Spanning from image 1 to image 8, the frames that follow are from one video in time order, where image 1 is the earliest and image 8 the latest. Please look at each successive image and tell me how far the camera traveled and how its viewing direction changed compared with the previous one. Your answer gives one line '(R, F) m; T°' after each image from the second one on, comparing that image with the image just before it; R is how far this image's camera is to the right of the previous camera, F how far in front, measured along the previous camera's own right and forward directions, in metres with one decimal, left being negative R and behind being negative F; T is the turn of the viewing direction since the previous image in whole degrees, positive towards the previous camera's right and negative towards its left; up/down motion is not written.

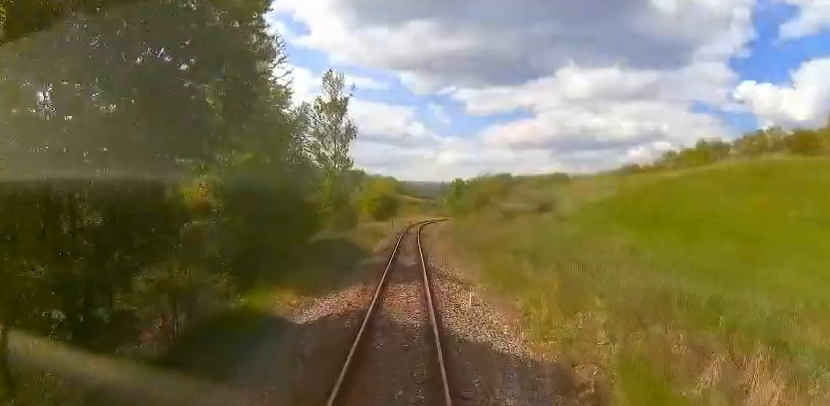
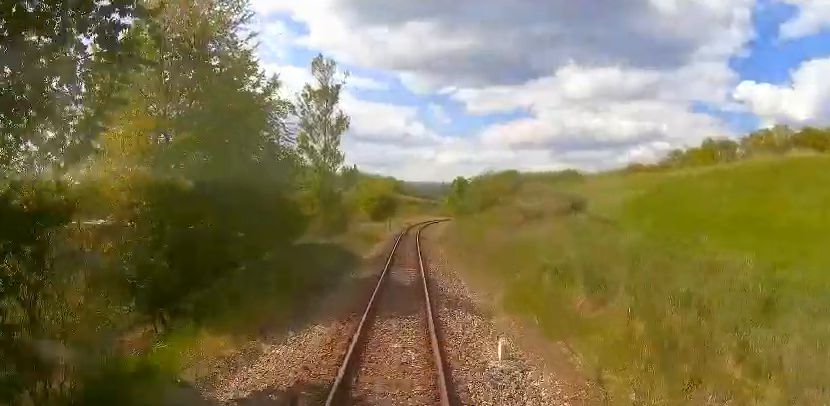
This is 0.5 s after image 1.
(0.0, +4.9) m; 0°
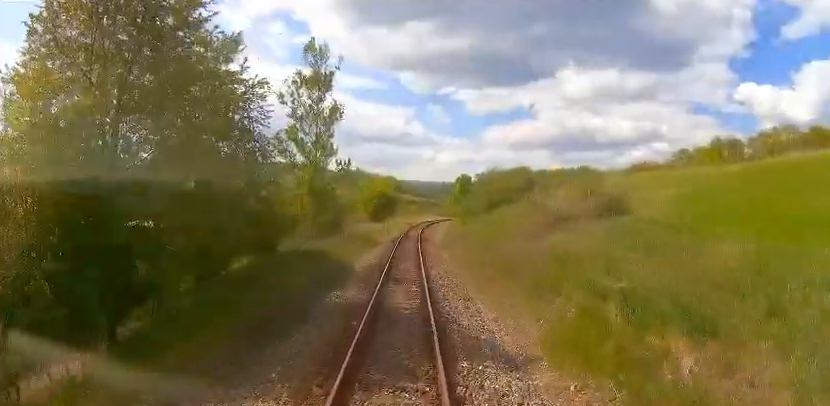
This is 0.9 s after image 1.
(0.0, +4.3) m; 0°
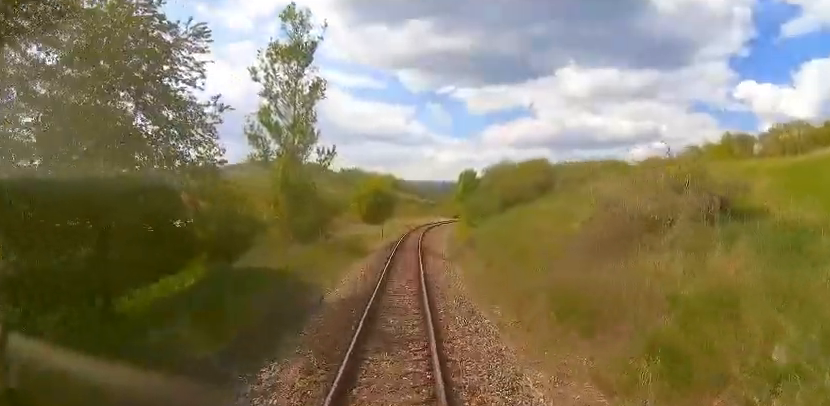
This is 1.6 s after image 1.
(0.0, +7.0) m; 0°
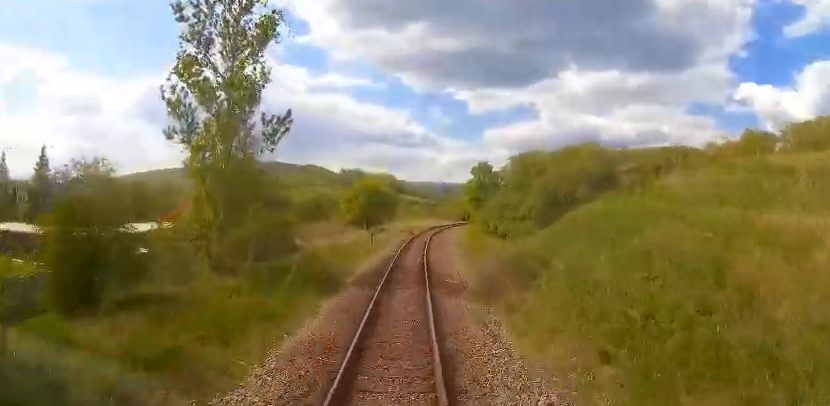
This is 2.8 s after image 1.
(0.0, +11.8) m; 0°
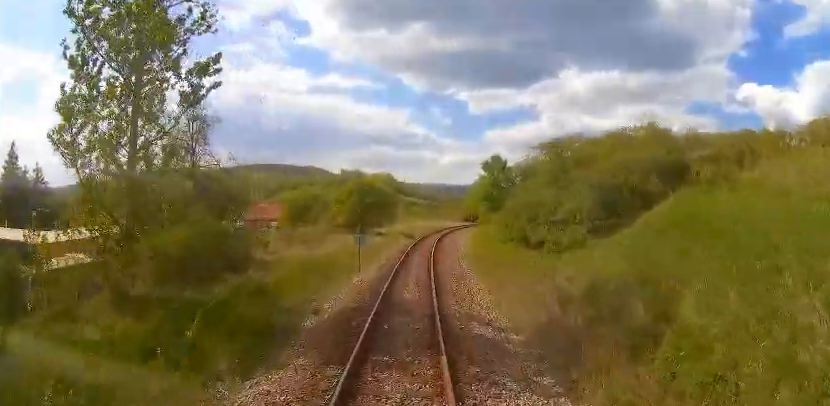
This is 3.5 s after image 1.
(0.0, +7.5) m; 0°
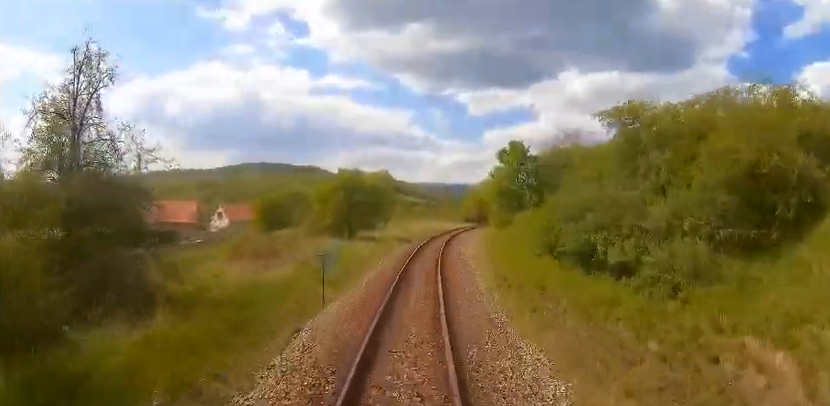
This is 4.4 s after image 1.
(0.0, +8.6) m; +1°
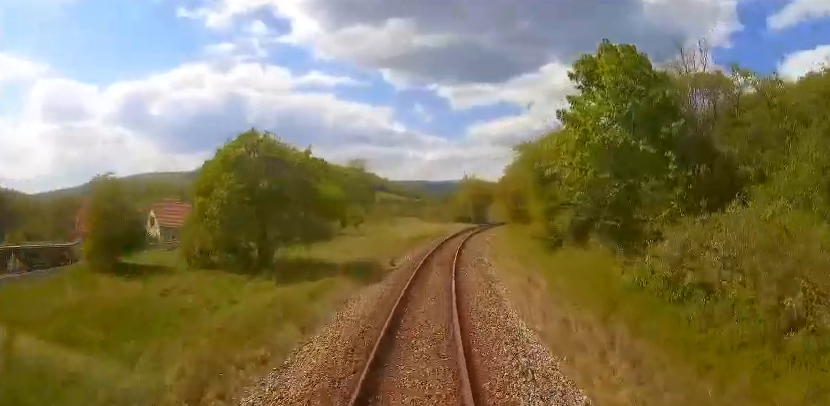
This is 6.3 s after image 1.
(+0.8, +20.8) m; +4°
